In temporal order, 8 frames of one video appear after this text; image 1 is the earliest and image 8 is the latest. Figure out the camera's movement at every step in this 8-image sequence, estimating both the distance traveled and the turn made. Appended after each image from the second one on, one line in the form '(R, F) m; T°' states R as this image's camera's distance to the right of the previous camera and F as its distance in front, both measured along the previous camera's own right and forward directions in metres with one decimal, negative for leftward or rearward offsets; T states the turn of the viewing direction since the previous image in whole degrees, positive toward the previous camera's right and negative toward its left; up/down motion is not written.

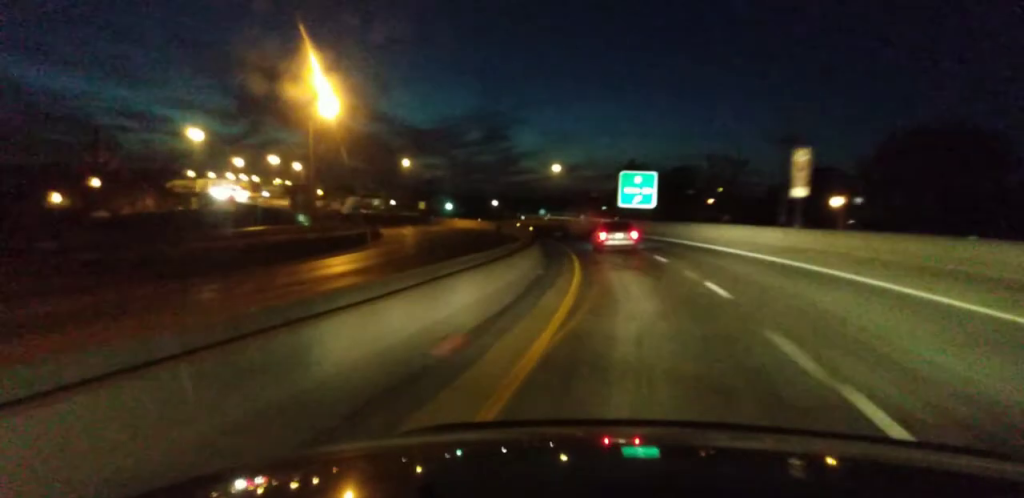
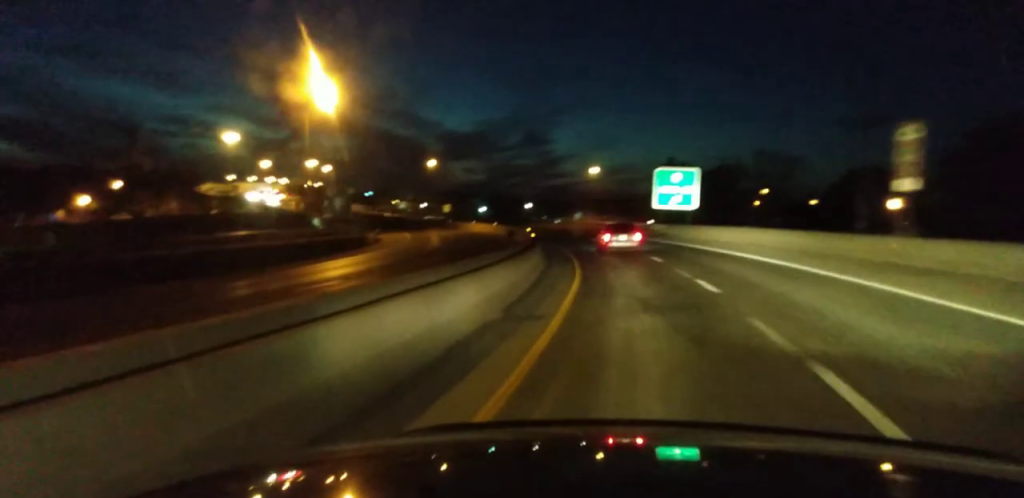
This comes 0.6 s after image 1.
(-0.6, +11.5) m; -4°
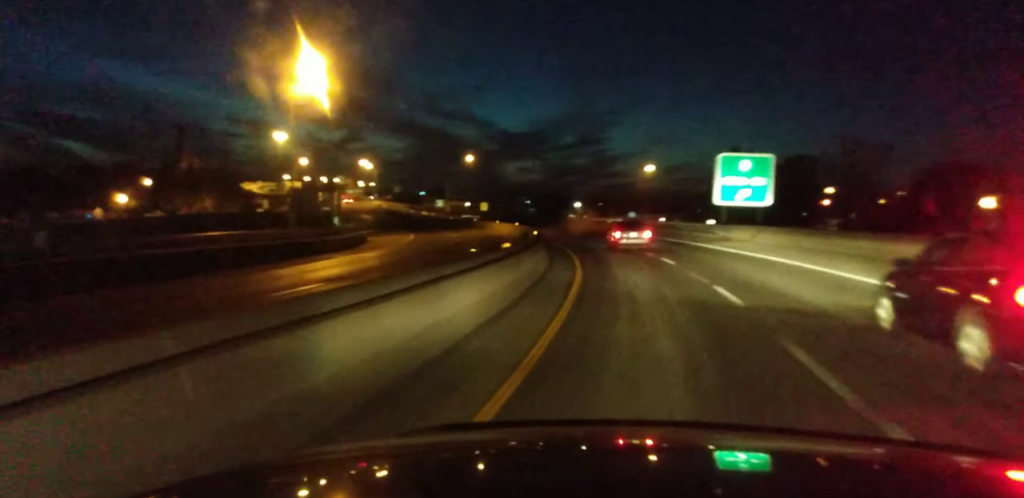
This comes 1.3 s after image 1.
(-0.6, +15.1) m; -4°
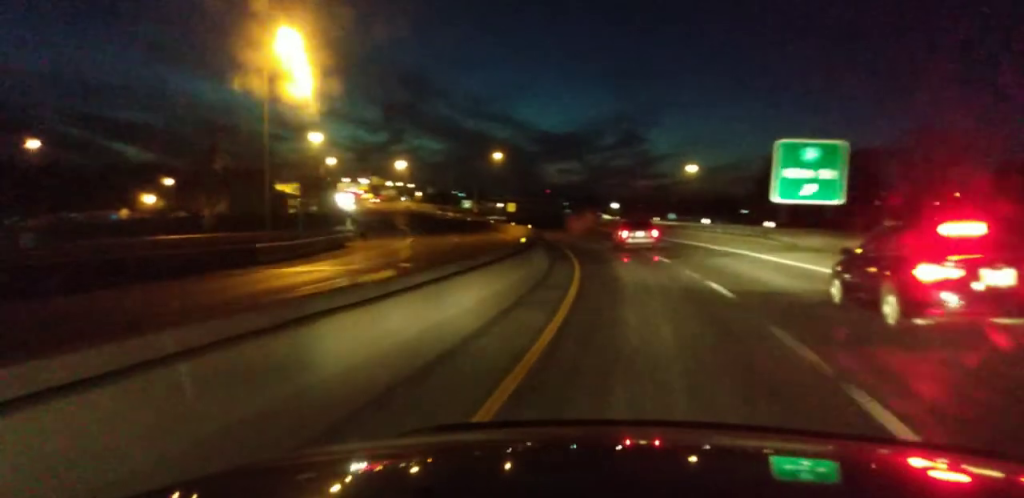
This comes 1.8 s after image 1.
(-0.2, +10.5) m; -2°
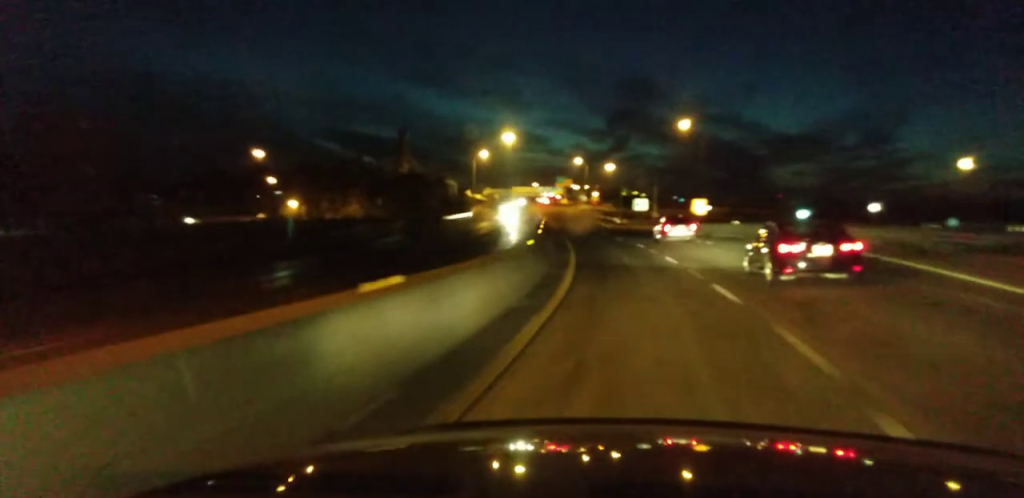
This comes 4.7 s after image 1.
(-7.7, +62.0) m; -14°
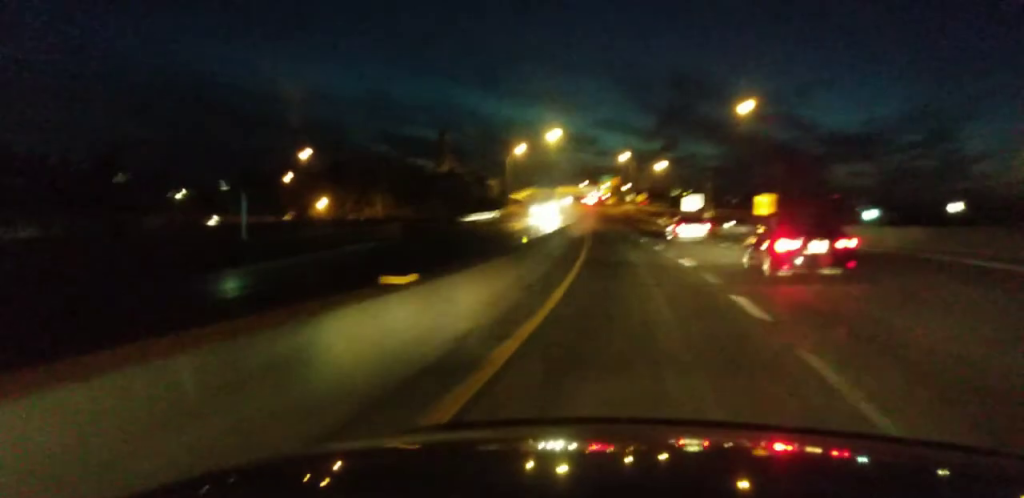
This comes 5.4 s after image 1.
(-0.5, +15.2) m; -2°
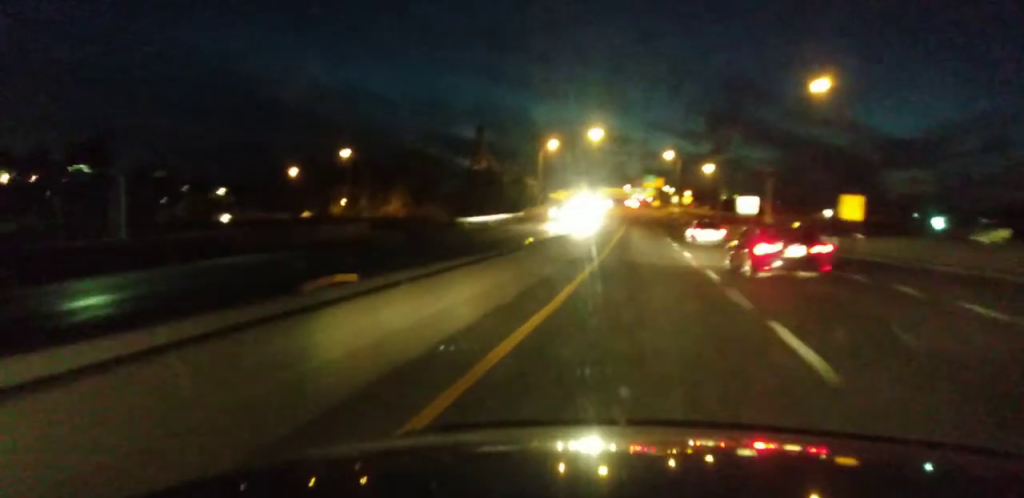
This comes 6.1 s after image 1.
(-0.3, +15.3) m; -2°
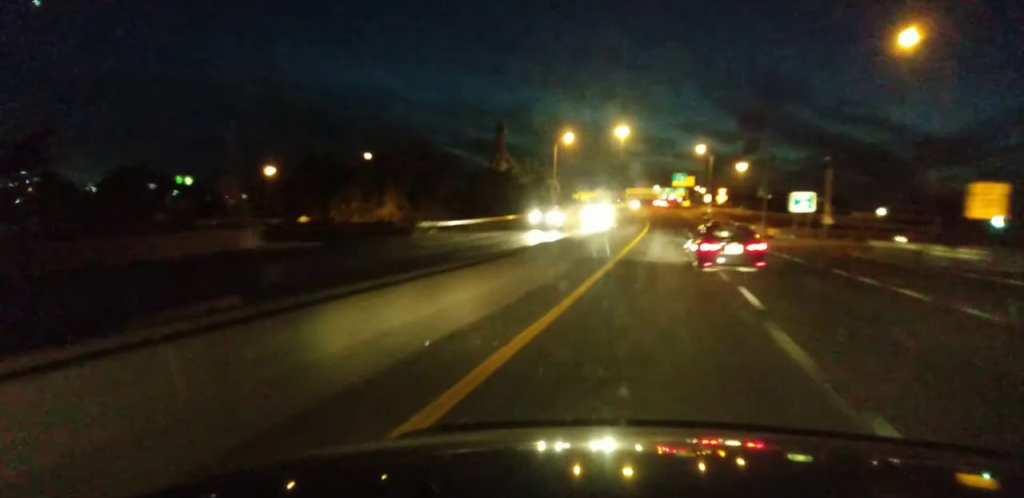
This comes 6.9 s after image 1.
(-0.2, +17.9) m; -1°
